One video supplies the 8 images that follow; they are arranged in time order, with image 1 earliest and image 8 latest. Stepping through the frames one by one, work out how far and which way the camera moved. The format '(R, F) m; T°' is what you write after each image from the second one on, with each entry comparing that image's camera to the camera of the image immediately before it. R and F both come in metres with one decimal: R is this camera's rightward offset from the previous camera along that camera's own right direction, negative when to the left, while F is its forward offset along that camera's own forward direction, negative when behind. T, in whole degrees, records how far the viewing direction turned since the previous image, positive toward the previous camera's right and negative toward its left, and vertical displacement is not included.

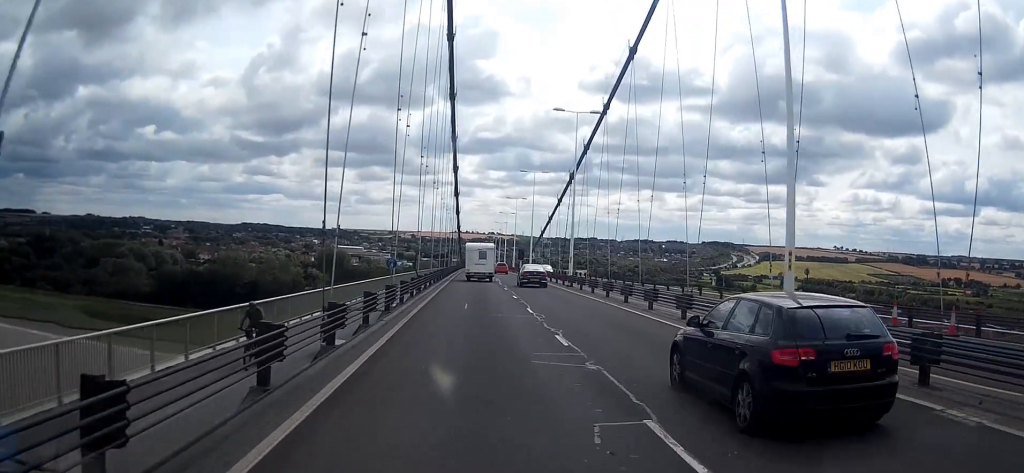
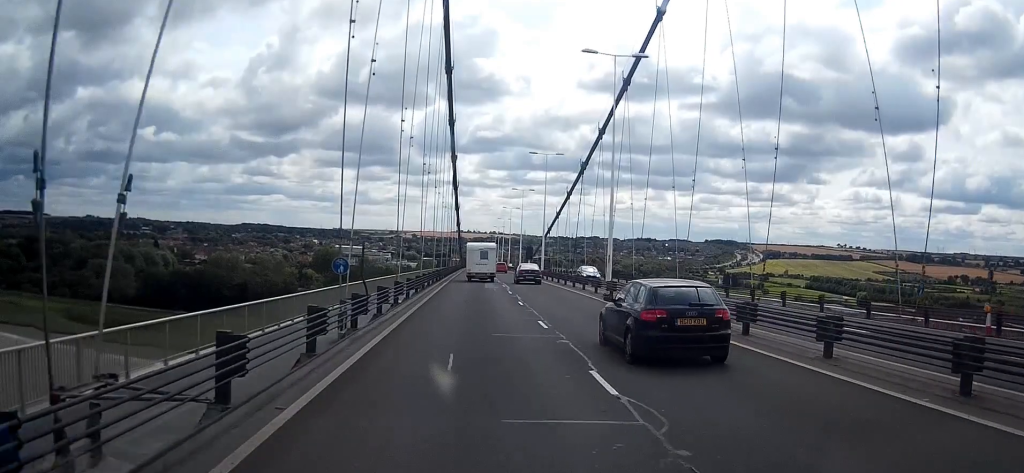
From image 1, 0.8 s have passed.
(0.0, +14.9) m; 0°
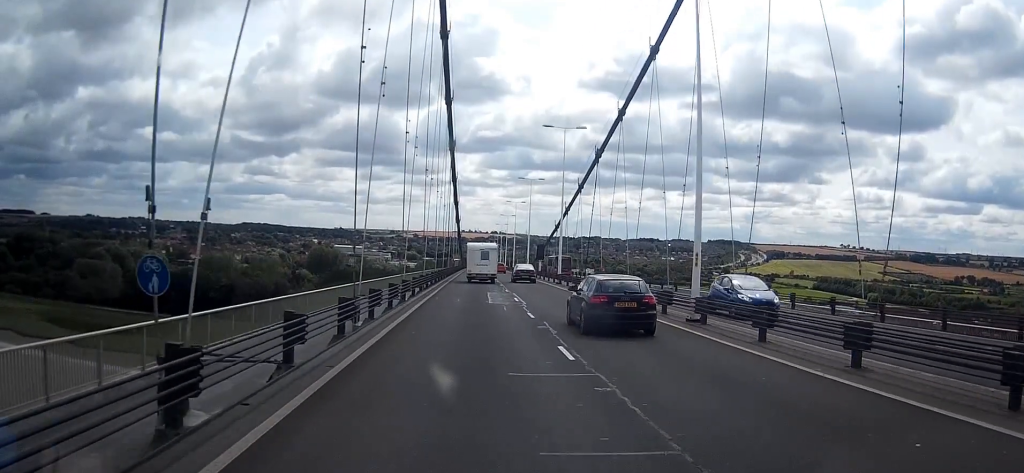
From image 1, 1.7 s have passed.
(0.0, +14.8) m; 0°
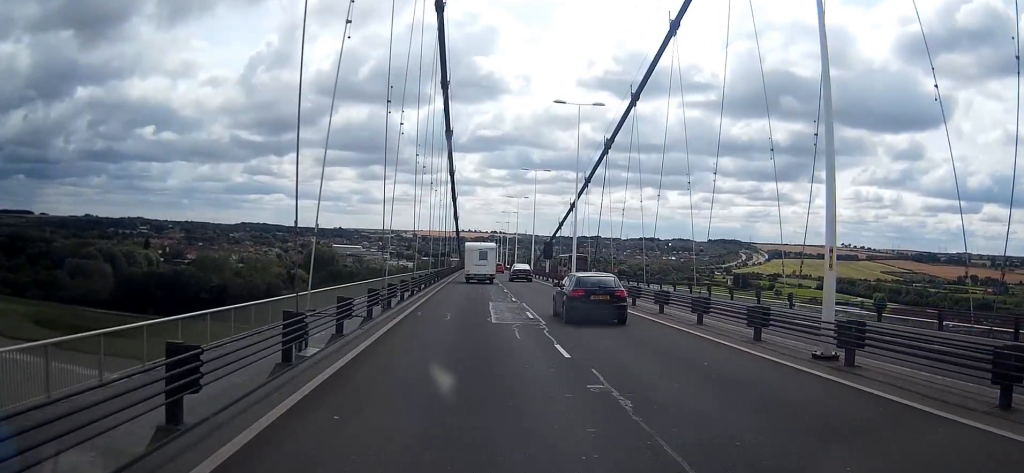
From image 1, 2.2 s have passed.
(0.0, +8.9) m; 0°
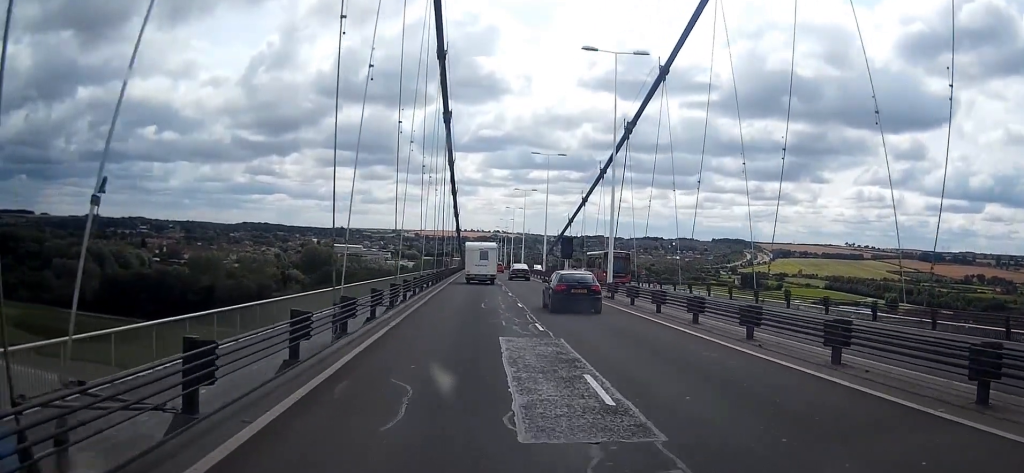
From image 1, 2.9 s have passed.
(0.0, +13.4) m; 0°
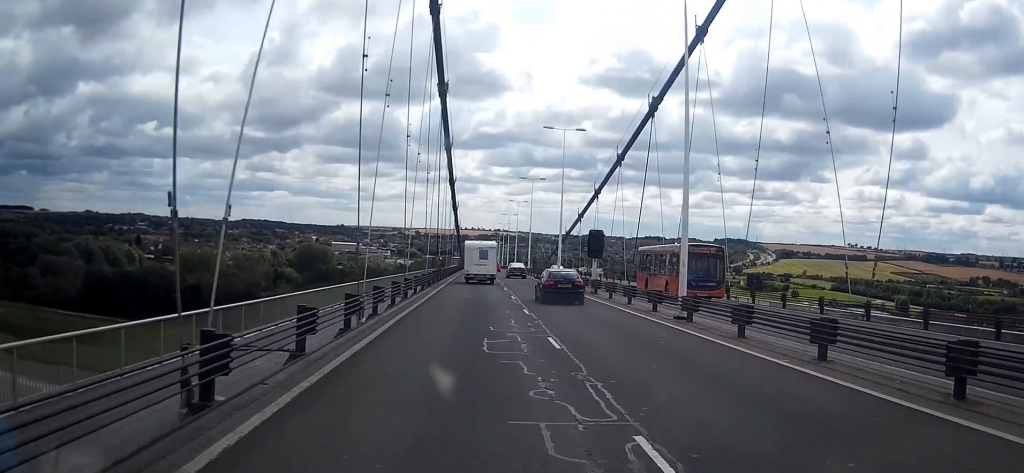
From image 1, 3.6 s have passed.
(0.0, +12.7) m; 0°
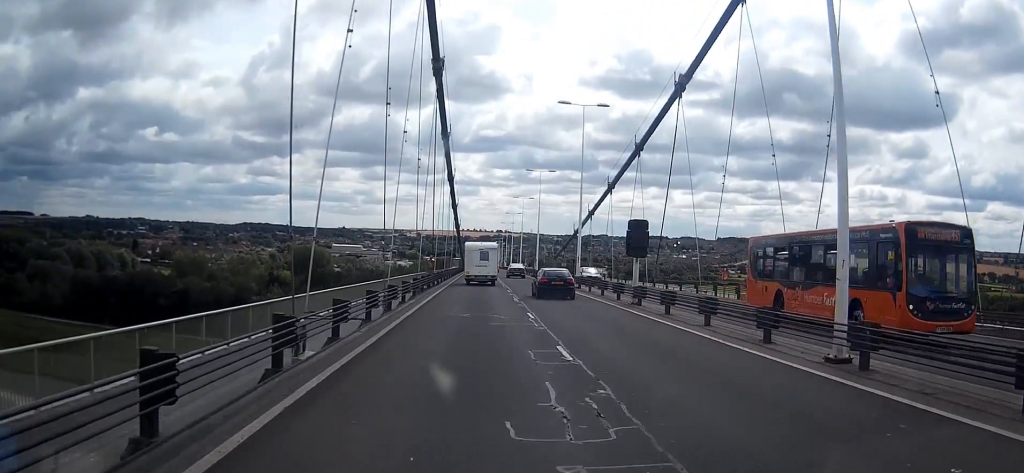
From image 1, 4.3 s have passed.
(0.0, +11.2) m; 0°
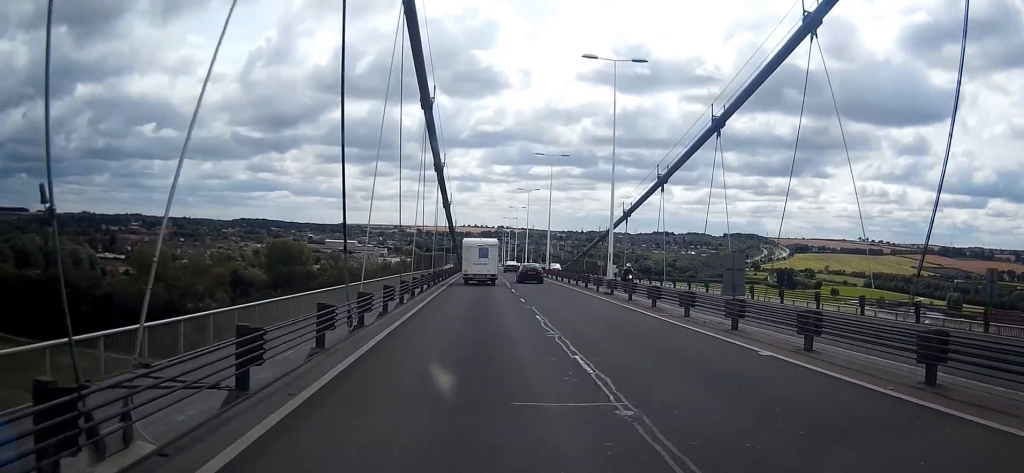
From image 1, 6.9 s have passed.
(0.0, +47.1) m; 0°
